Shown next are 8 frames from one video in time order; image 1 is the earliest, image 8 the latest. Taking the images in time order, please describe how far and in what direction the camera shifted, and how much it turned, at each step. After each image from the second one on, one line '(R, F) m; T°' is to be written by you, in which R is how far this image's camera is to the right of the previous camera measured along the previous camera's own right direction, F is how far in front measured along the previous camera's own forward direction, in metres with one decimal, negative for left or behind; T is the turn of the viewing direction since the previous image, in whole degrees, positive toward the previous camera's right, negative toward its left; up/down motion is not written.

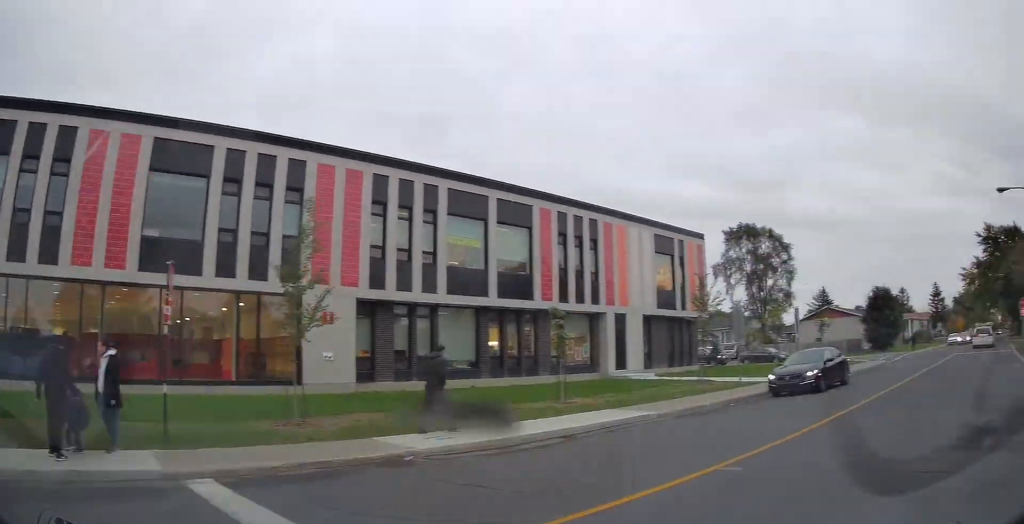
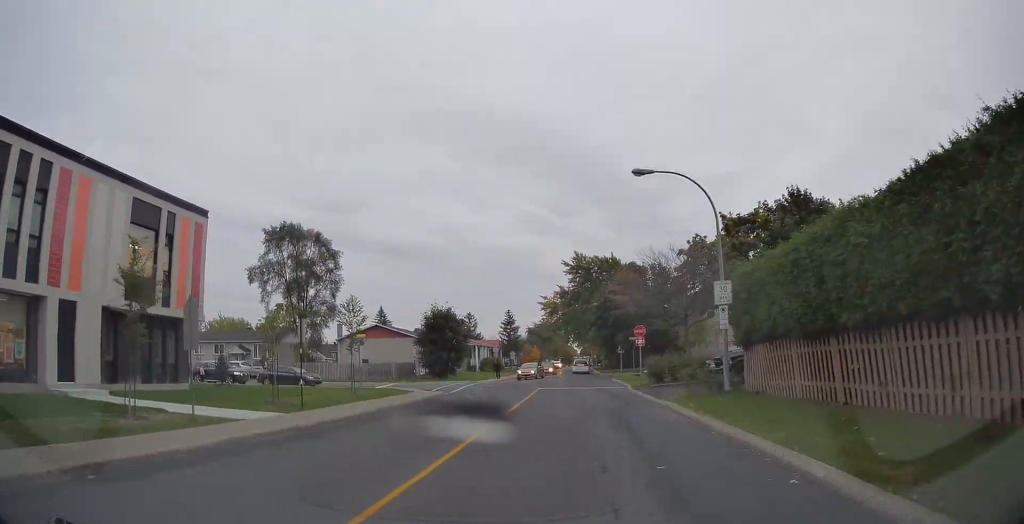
(+1.8, +7.4) m; +16°
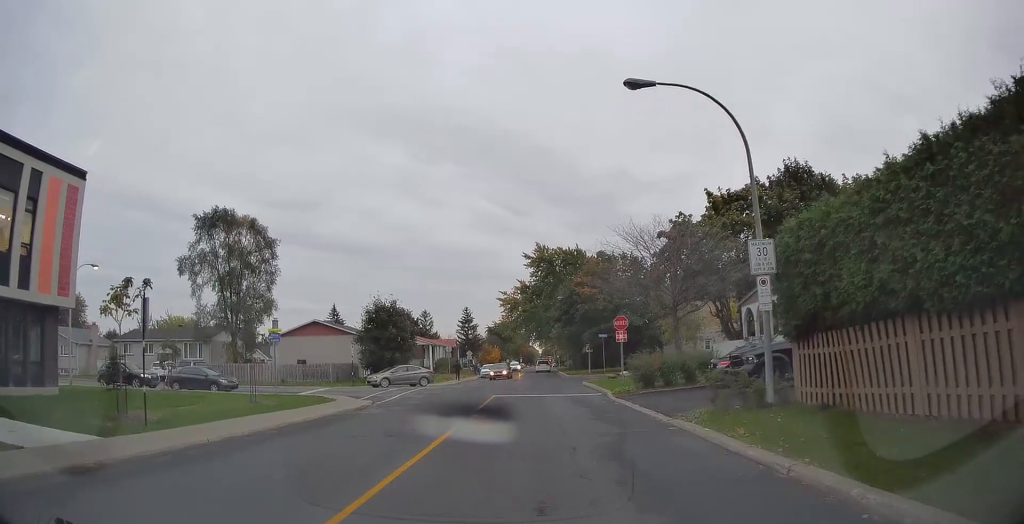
(+0.1, +6.0) m; +1°
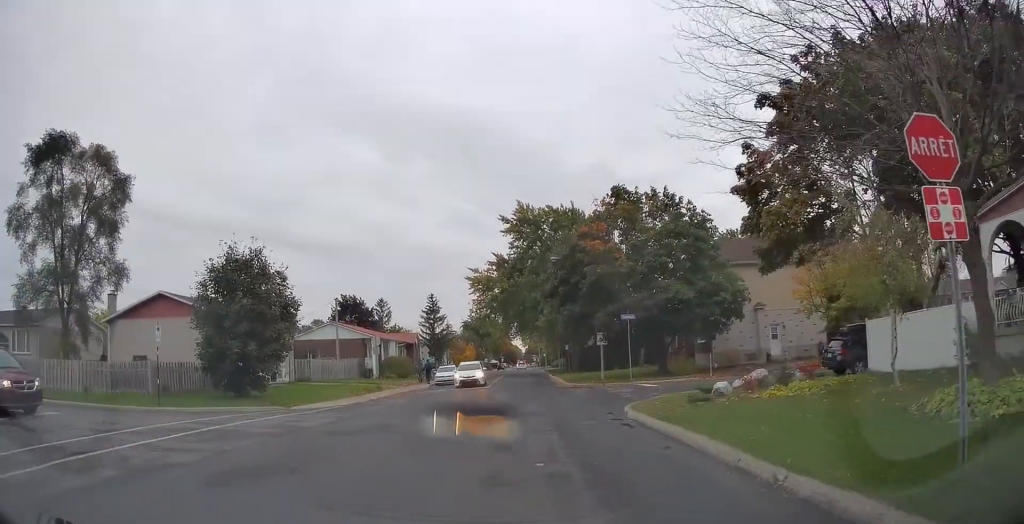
(+0.6, +18.5) m; +6°
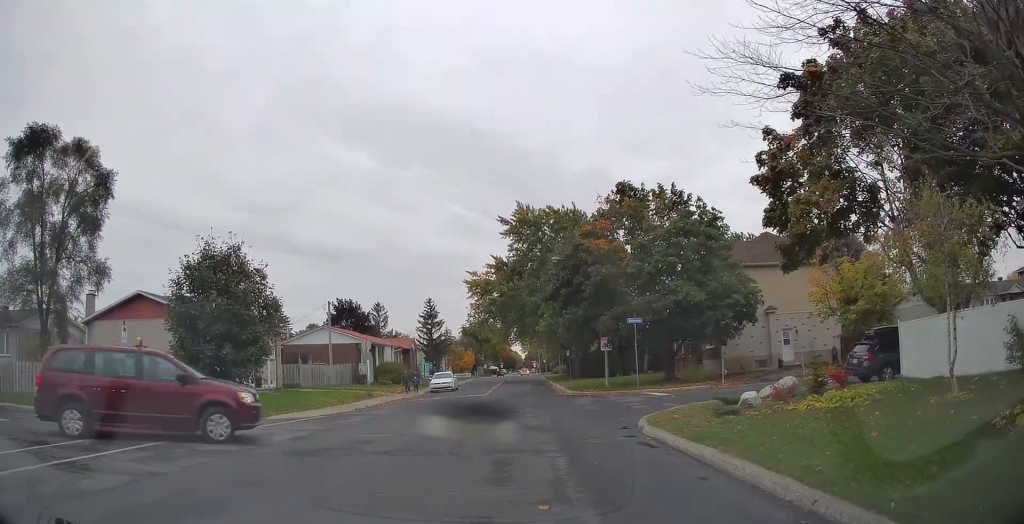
(+0.4, +14.9) m; 0°
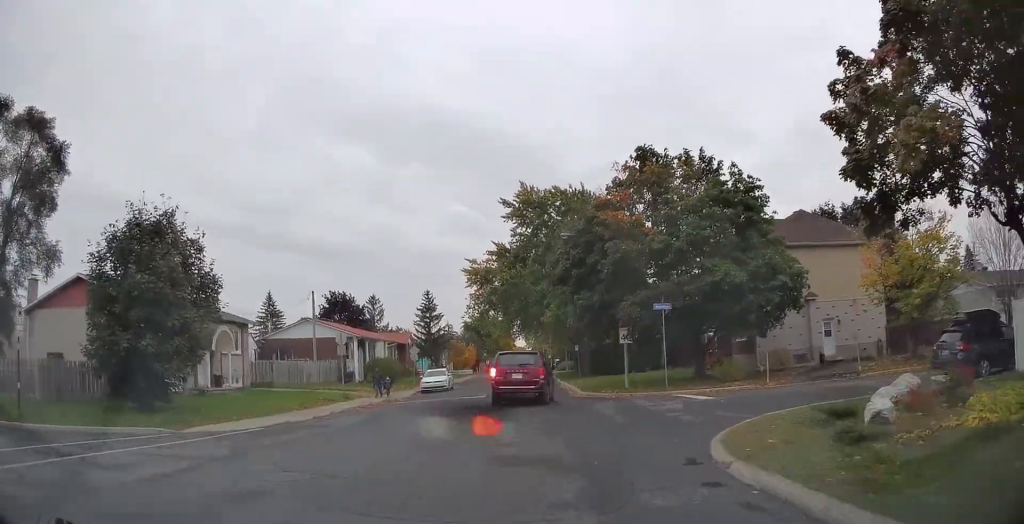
(-0.3, +11.0) m; -1°
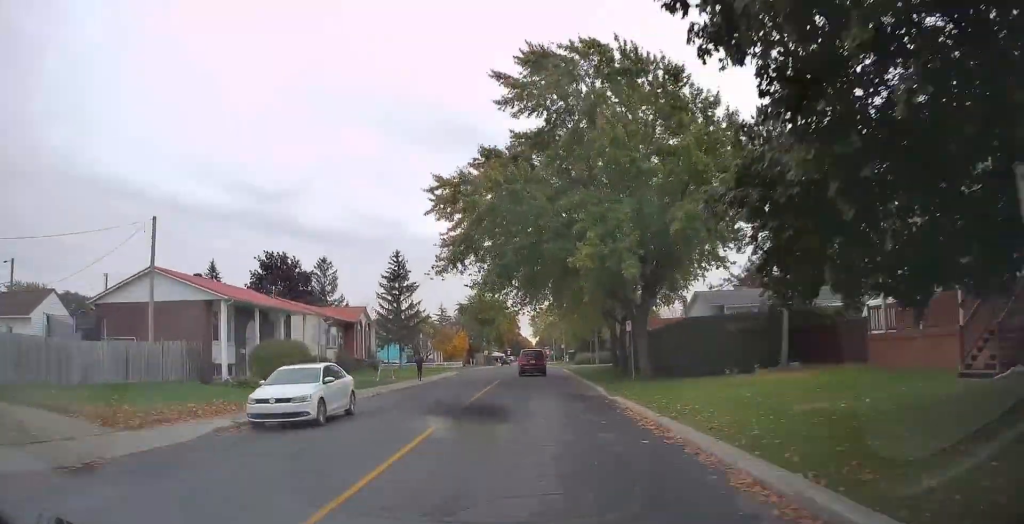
(0.0, +24.3) m; 0°
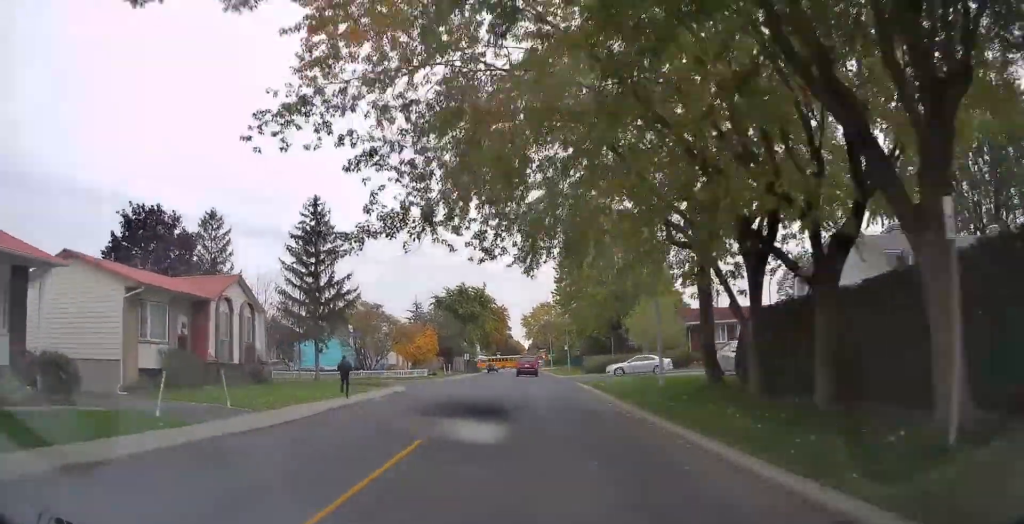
(0.0, +21.1) m; 0°
